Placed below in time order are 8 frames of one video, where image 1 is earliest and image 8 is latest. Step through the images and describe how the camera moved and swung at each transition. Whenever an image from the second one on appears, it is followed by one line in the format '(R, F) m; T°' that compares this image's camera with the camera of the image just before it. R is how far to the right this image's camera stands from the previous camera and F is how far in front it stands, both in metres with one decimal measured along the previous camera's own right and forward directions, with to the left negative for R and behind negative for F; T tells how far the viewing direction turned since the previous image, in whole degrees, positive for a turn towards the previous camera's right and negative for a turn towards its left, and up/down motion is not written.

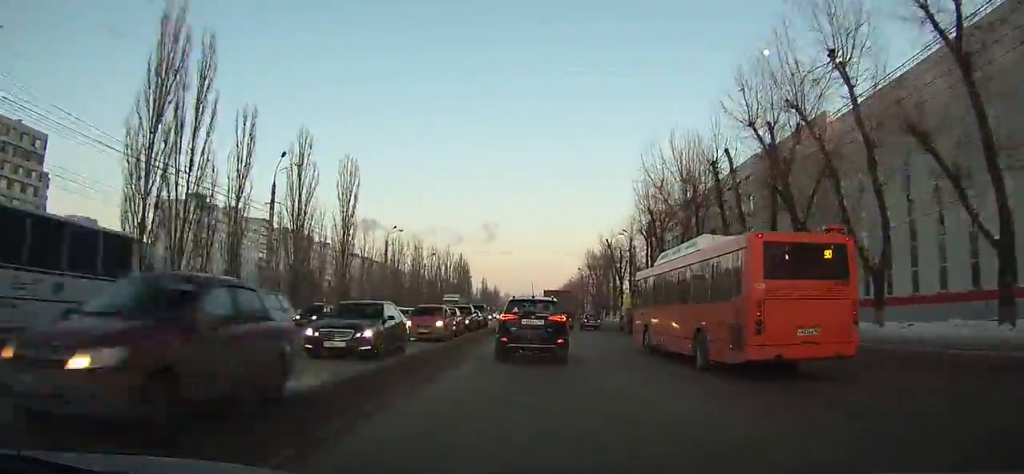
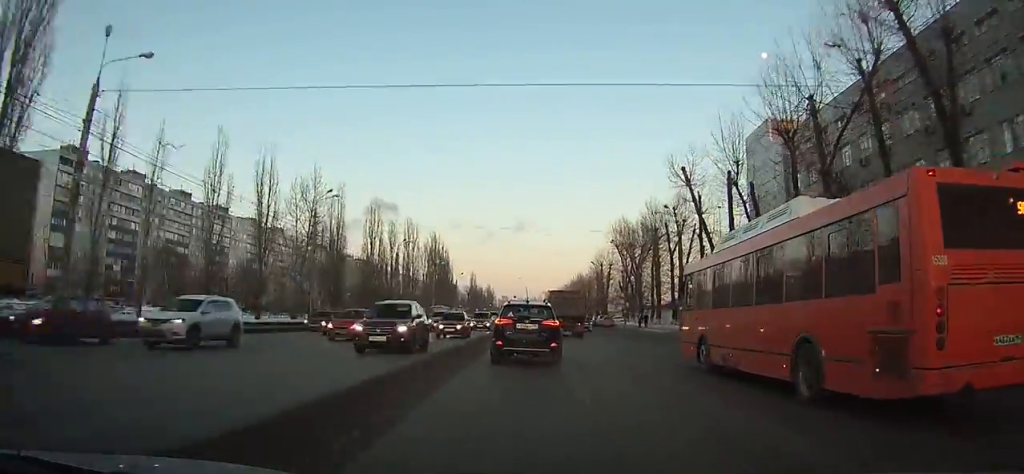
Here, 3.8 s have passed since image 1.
(0.0, +55.5) m; +1°
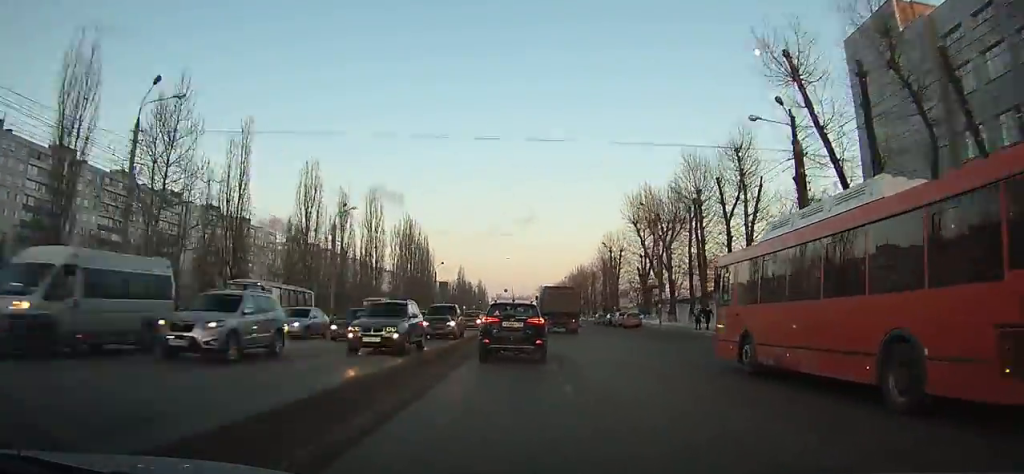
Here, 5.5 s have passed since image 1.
(+0.3, +23.2) m; 0°
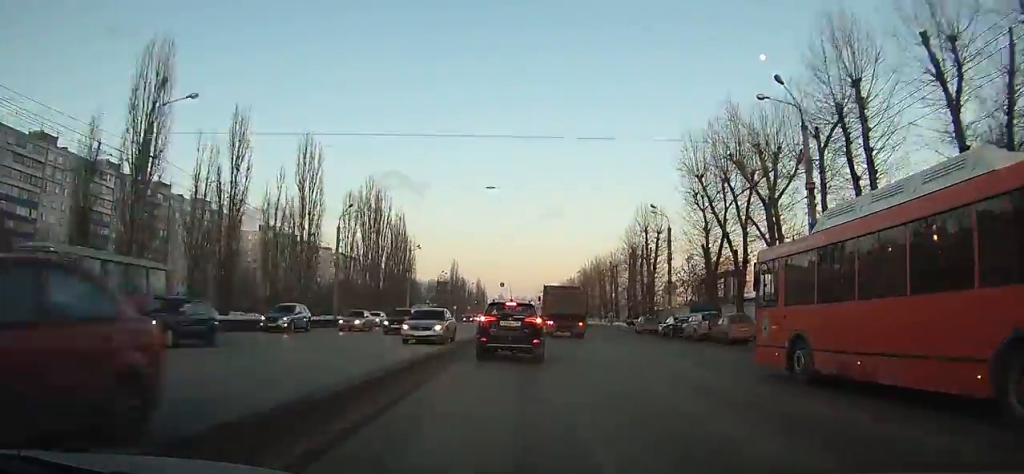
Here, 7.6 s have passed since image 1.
(+0.3, +27.5) m; 0°
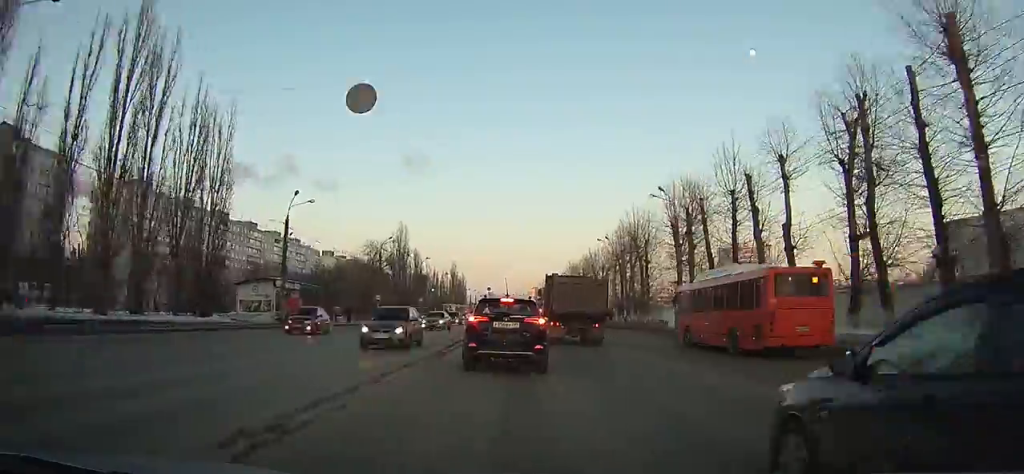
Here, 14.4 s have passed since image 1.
(-1.9, +69.9) m; -2°
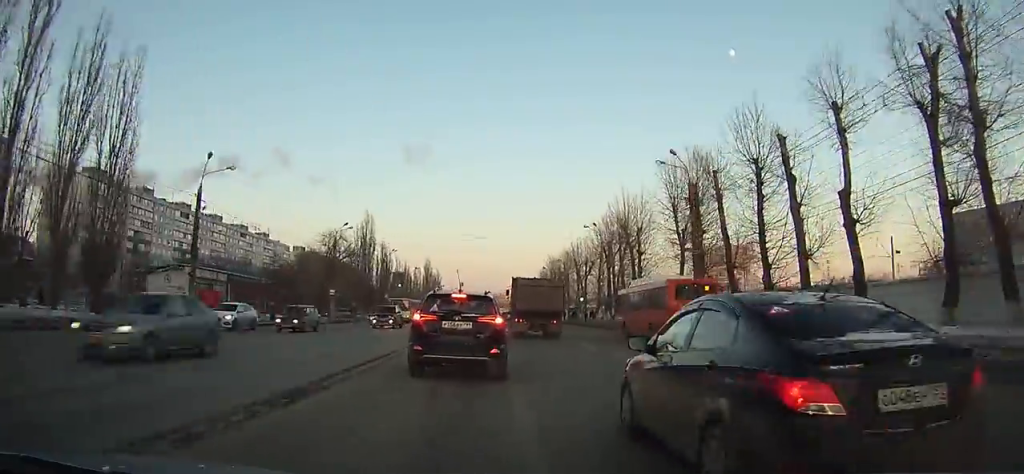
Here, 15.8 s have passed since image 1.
(0.0, +11.3) m; 0°
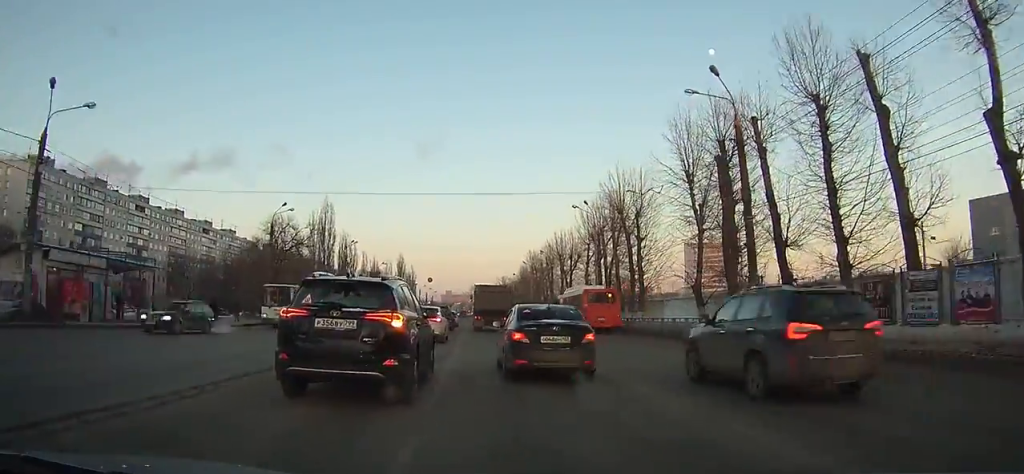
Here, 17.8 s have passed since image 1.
(+0.1, +14.8) m; +2°
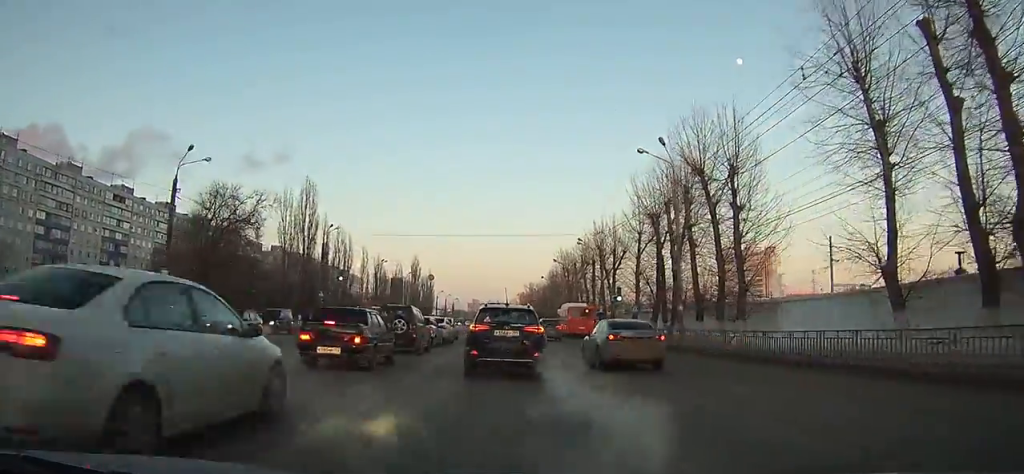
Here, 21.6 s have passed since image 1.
(+1.0, +29.1) m; +2°
